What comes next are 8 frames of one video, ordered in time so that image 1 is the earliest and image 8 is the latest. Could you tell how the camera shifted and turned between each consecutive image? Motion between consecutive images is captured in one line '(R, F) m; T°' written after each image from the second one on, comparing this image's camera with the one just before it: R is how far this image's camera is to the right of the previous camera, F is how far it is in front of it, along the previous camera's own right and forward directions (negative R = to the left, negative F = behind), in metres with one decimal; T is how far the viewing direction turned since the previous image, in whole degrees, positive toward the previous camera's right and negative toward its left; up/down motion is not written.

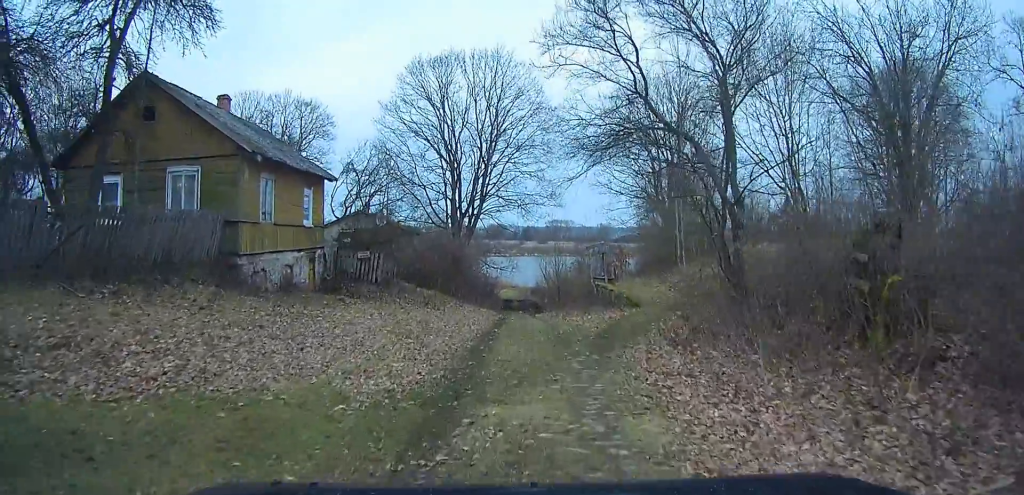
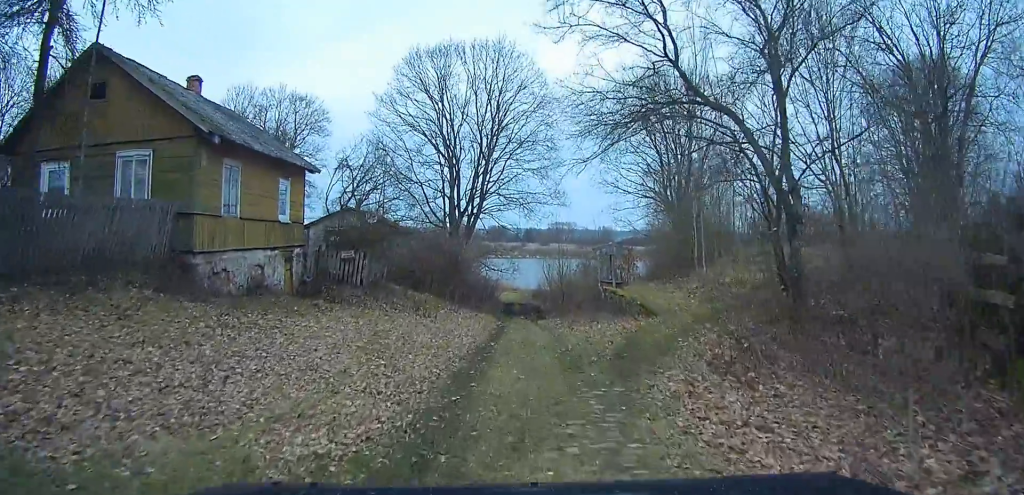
(0.0, +2.3) m; +1°
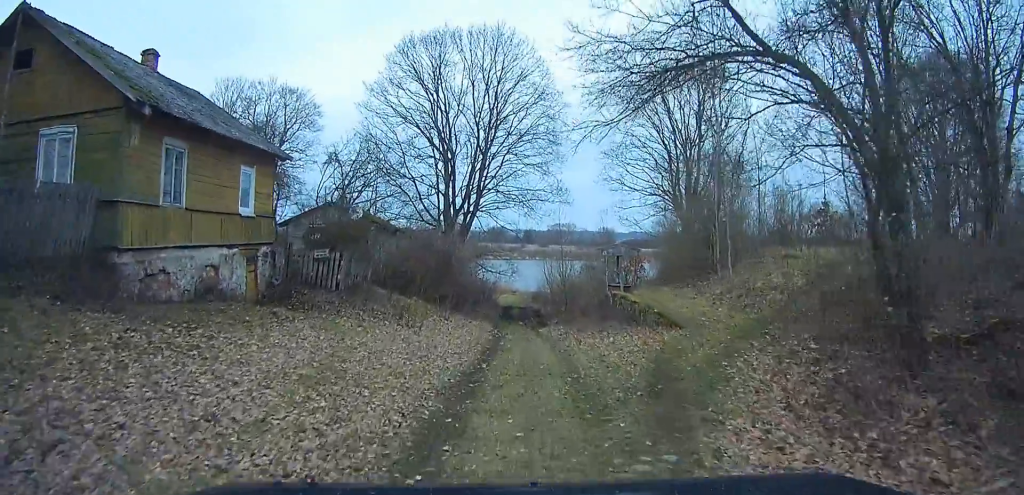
(0.0, +2.5) m; +1°
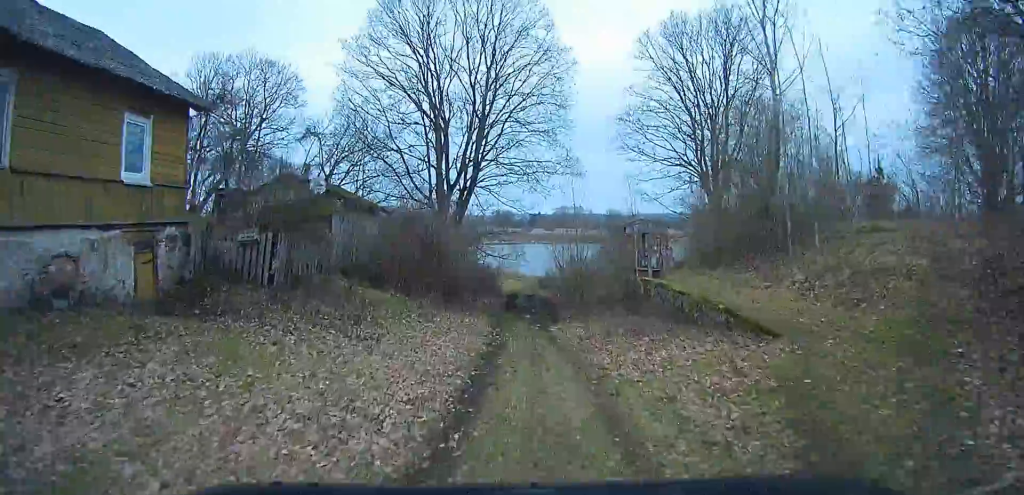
(+0.2, +4.9) m; +3°
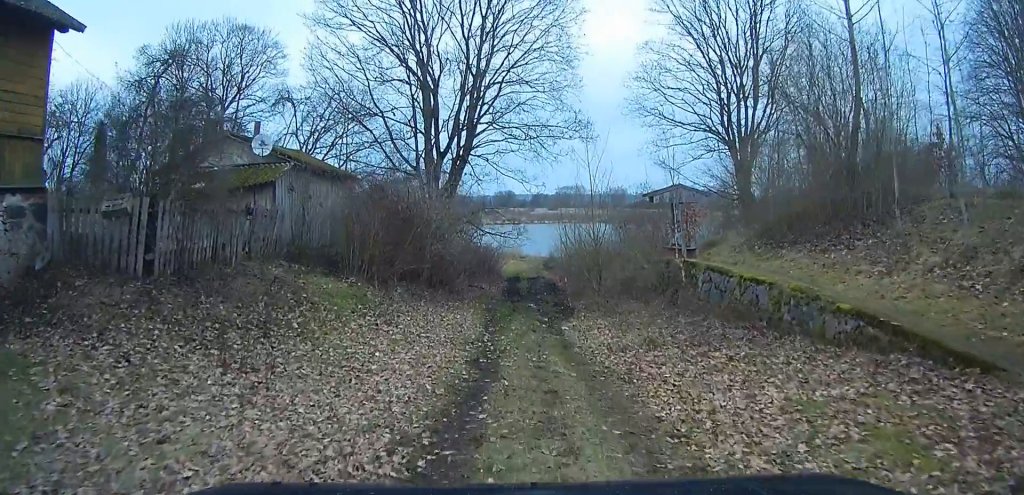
(+0.1, +4.5) m; +1°
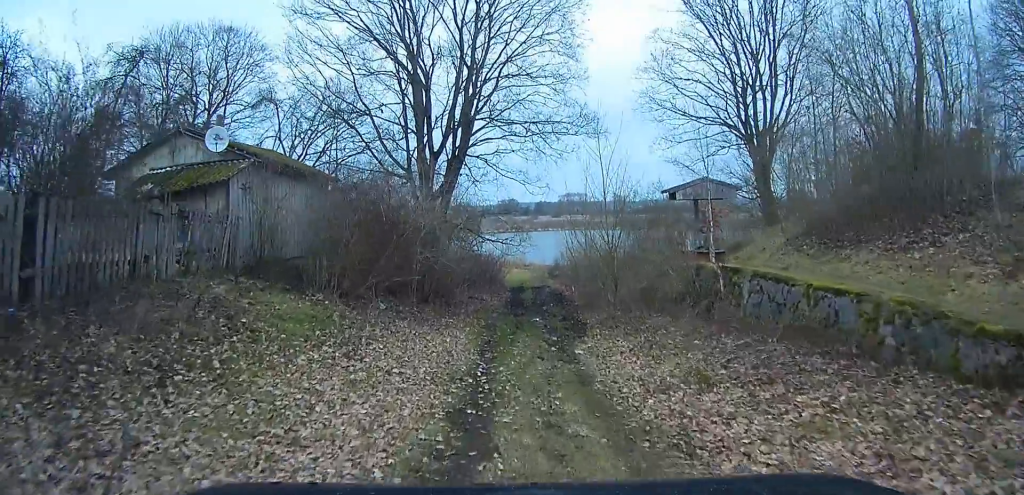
(0.0, +2.5) m; 0°
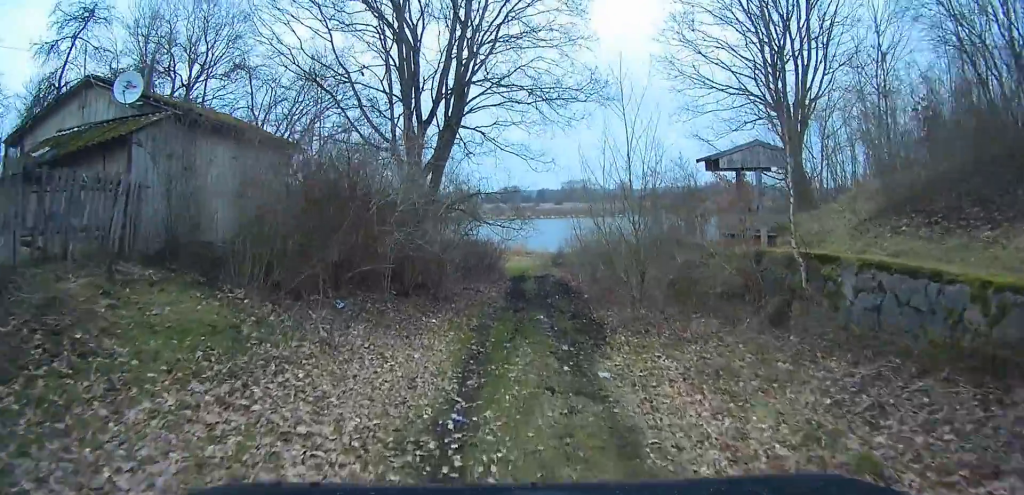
(-0.1, +3.3) m; -1°
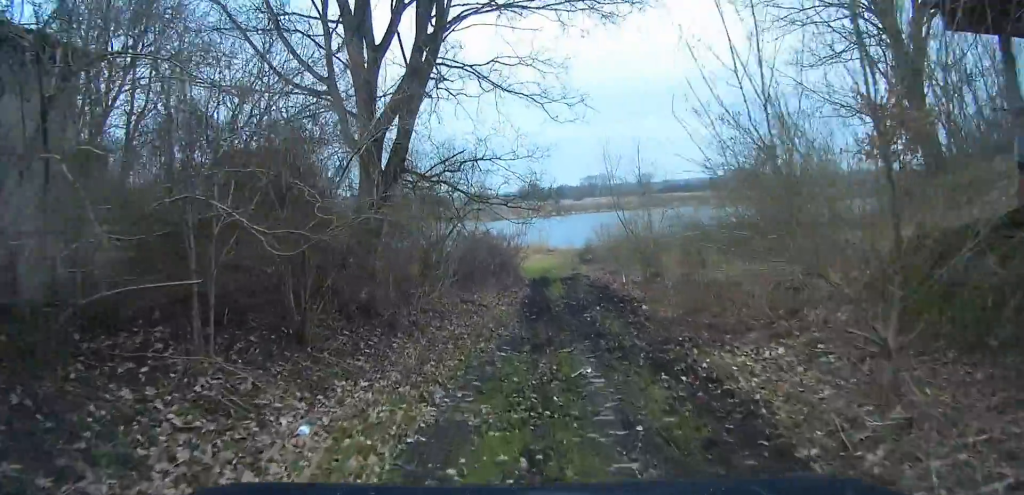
(-0.1, +7.8) m; -1°
